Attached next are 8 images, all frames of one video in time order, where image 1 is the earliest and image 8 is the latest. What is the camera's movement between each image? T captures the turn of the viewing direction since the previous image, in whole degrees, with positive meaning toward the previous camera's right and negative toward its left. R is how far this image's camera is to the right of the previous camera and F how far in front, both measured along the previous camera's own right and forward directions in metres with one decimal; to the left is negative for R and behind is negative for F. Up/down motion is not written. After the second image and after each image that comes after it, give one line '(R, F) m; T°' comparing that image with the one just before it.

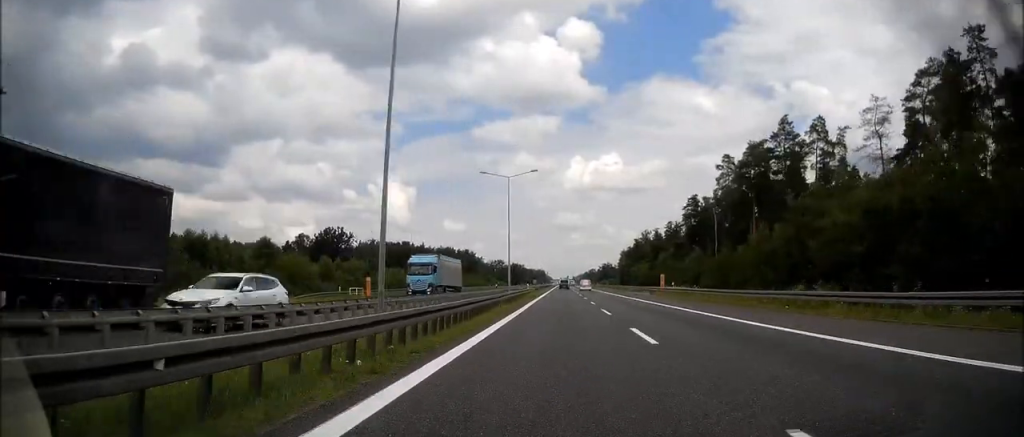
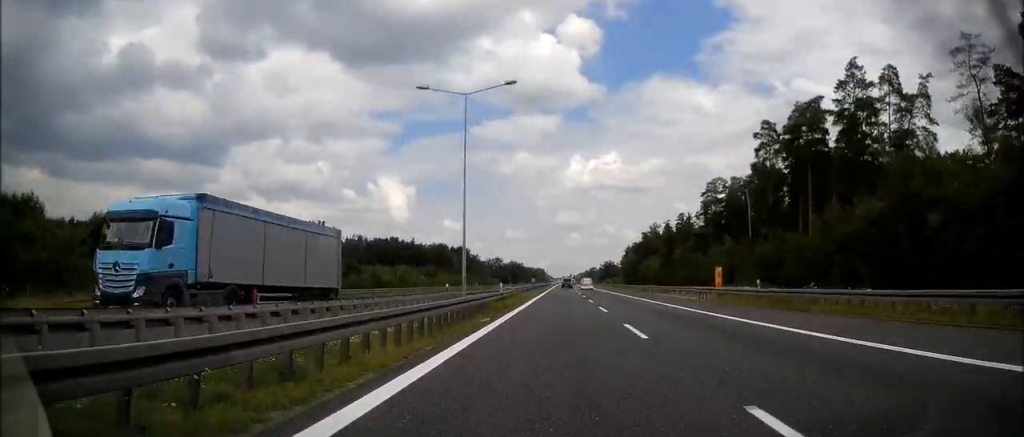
(0.0, +23.1) m; 0°
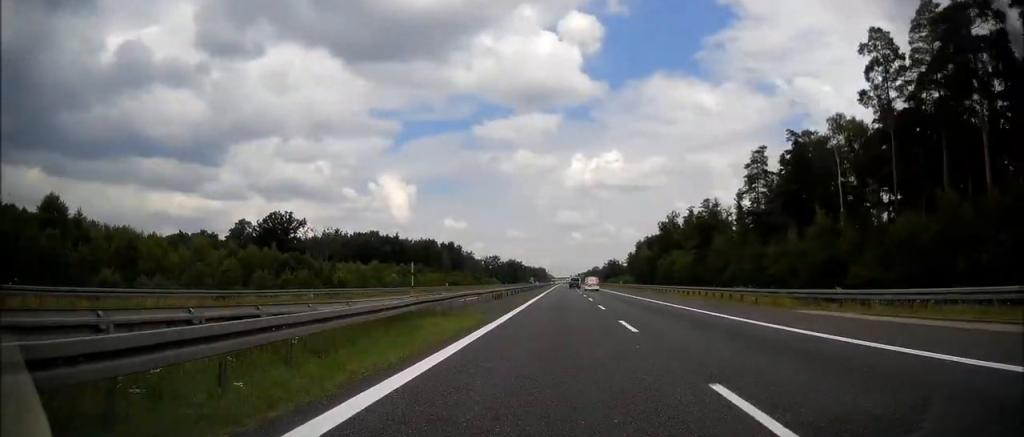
(0.0, +34.9) m; 0°
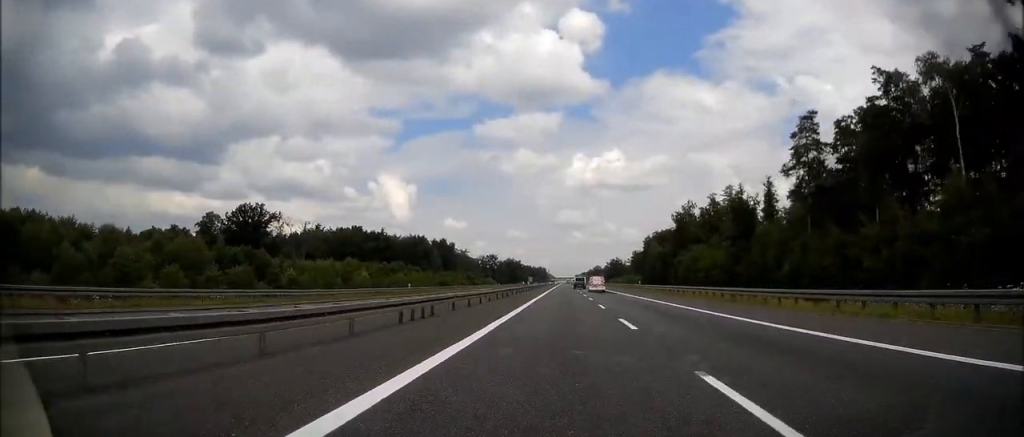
(0.0, +23.8) m; 0°
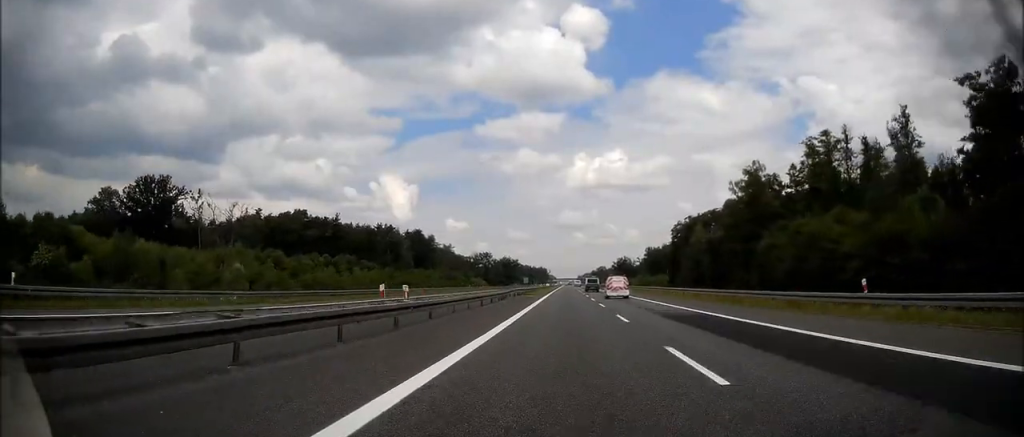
(-0.1, +57.3) m; 0°
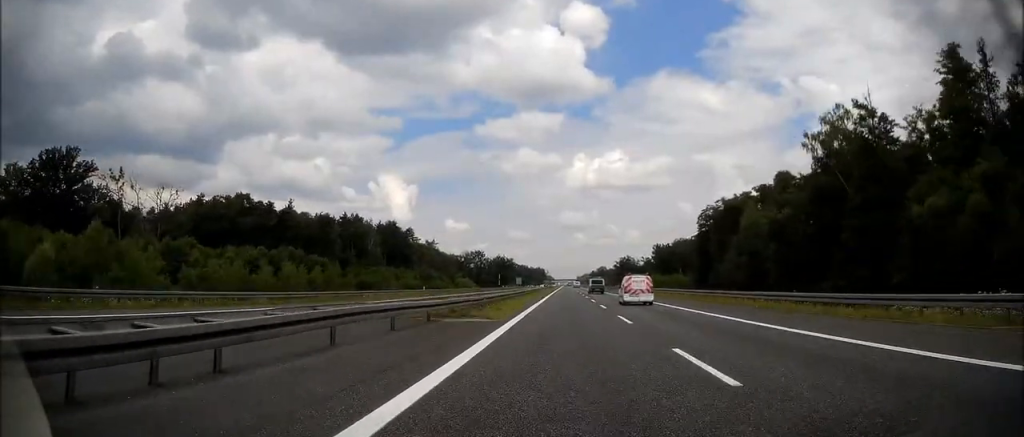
(0.0, +36.7) m; 0°
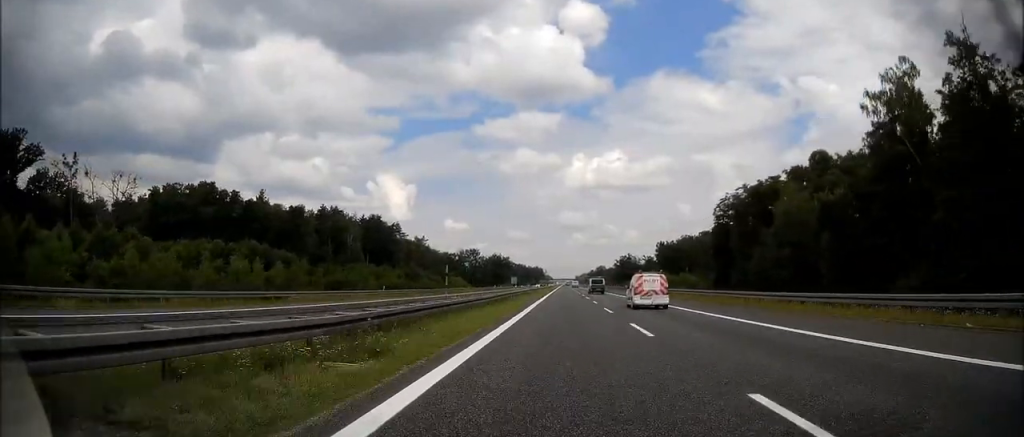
(0.0, +17.2) m; 0°
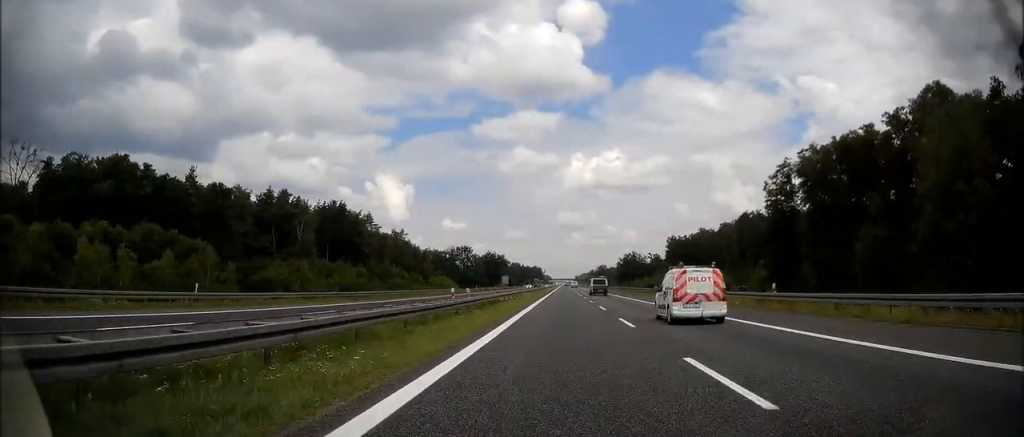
(0.0, +33.3) m; 0°
